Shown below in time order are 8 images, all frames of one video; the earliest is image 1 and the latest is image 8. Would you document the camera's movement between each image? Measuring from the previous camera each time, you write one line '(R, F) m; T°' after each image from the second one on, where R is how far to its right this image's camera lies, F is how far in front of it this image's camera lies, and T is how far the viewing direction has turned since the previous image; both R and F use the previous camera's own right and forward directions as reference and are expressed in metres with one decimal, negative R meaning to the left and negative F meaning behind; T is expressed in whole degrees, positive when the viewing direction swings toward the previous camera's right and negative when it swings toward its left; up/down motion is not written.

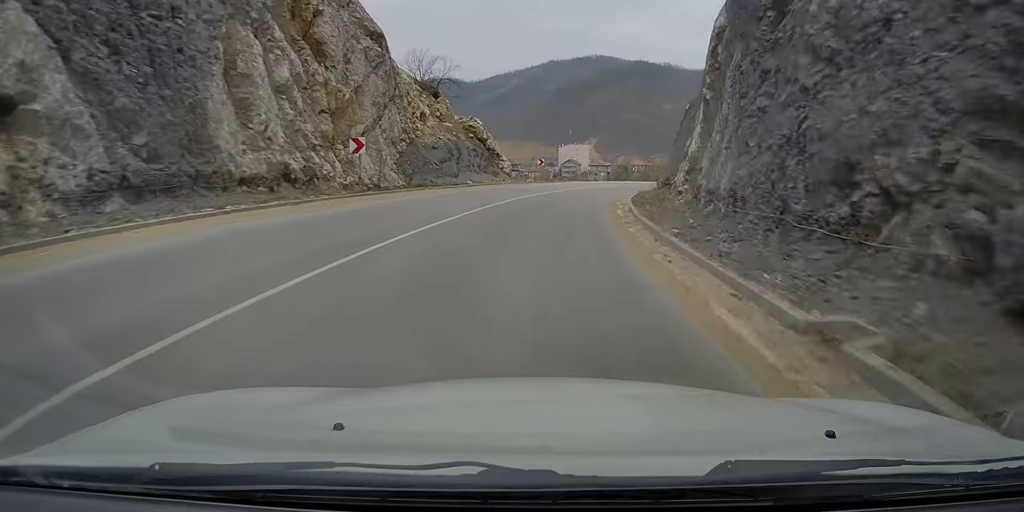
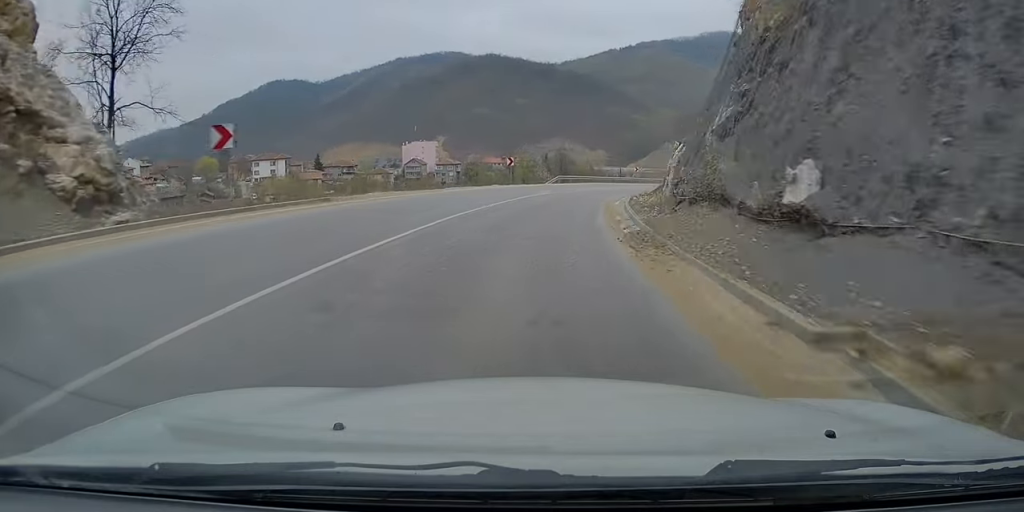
(+4.3, +44.6) m; +13°
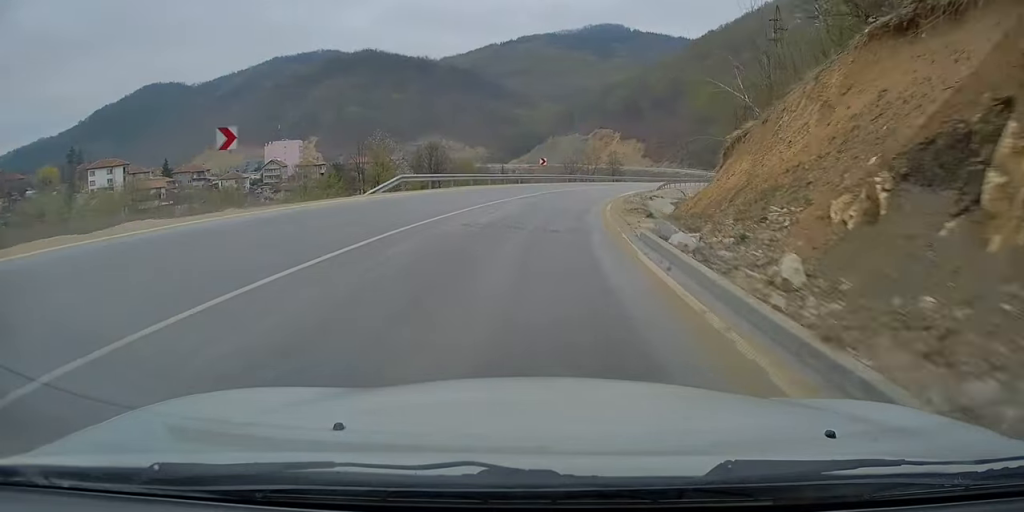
(+3.8, +35.7) m; +11°
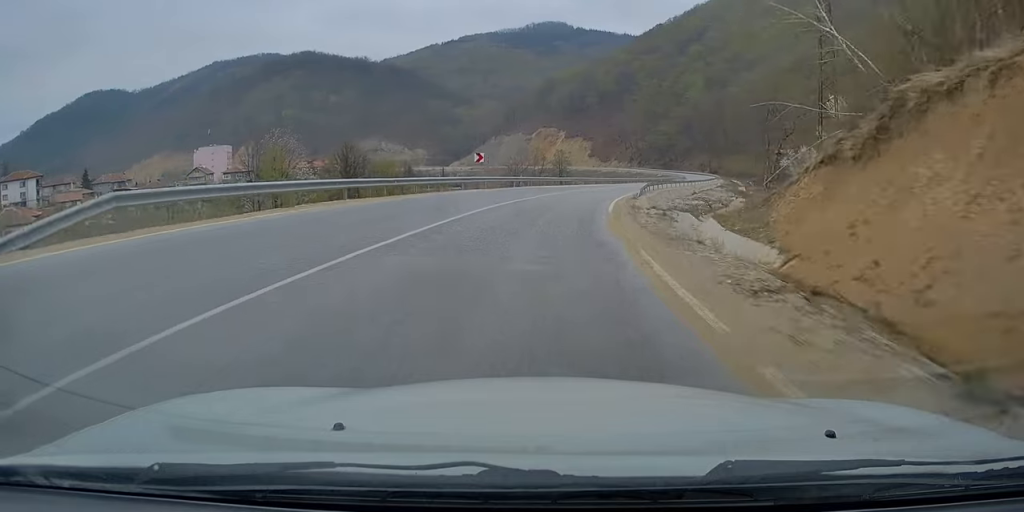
(+0.9, +19.2) m; +5°
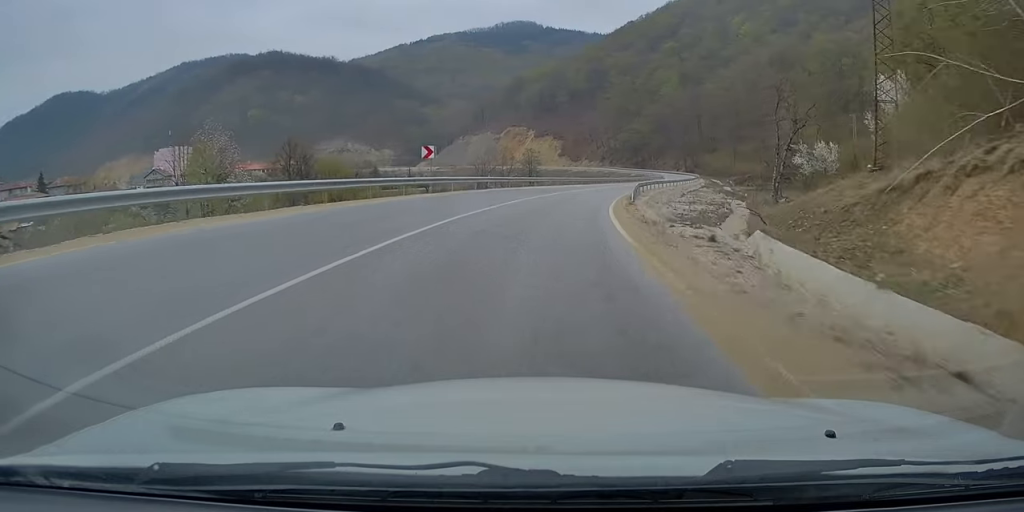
(+0.2, +10.1) m; +3°
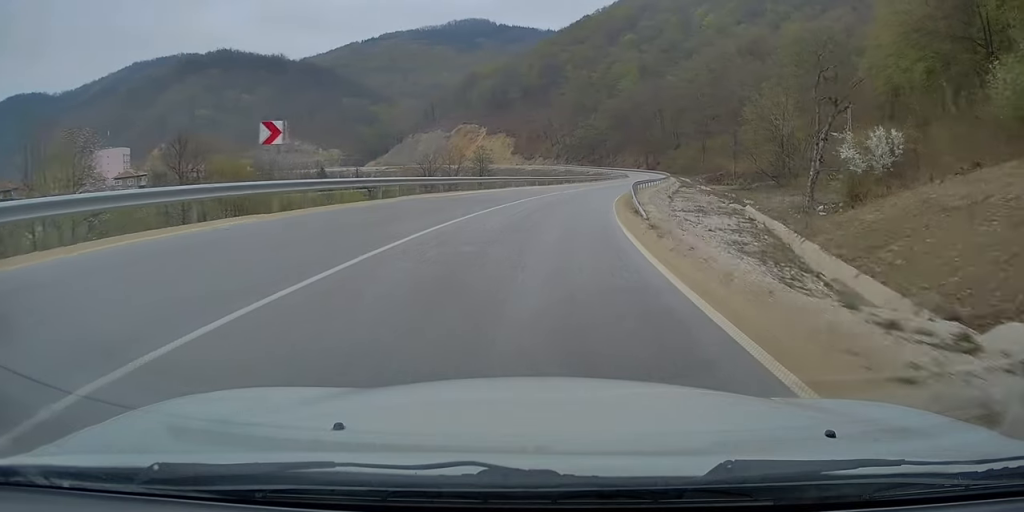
(+0.6, +15.9) m; +3°
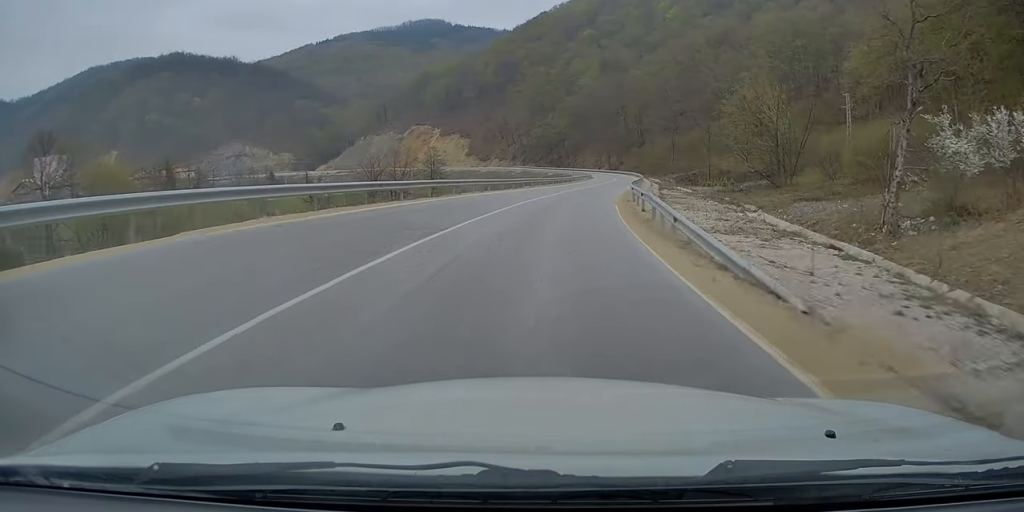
(+0.2, +14.5) m; +3°
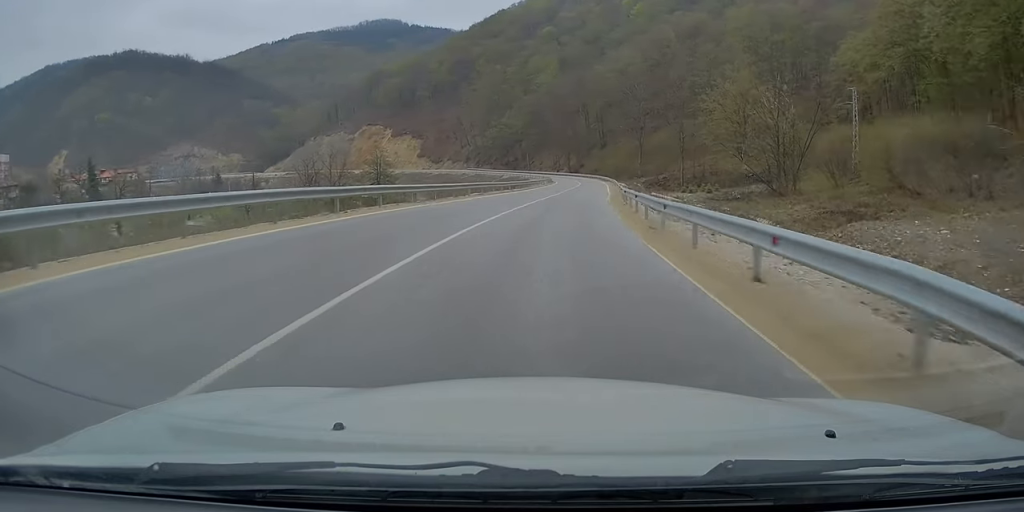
(+0.3, +14.8) m; +4°
